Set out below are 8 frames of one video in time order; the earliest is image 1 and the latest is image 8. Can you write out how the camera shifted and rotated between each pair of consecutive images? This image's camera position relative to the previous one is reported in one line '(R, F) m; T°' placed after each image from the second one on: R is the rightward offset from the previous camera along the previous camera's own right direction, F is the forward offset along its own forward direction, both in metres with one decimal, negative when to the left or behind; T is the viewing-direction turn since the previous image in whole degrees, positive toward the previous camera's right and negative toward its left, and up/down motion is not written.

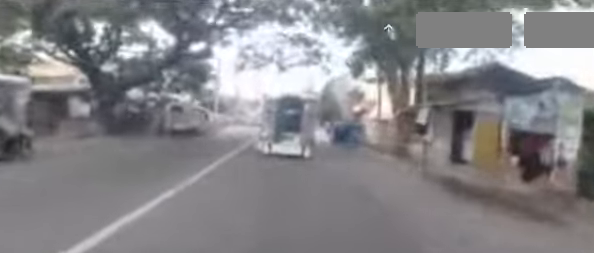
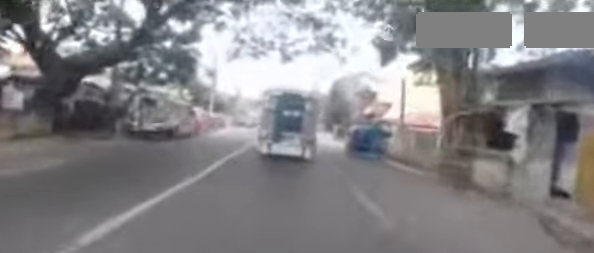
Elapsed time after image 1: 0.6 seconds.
(-0.1, +4.3) m; 0°
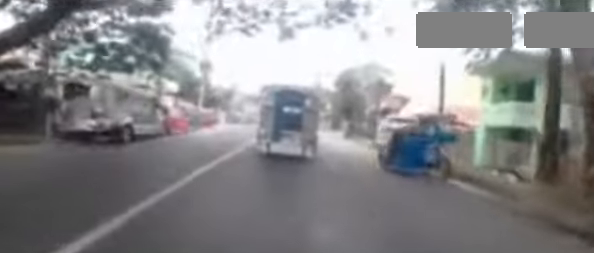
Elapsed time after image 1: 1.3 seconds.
(+0.4, +5.1) m; -1°
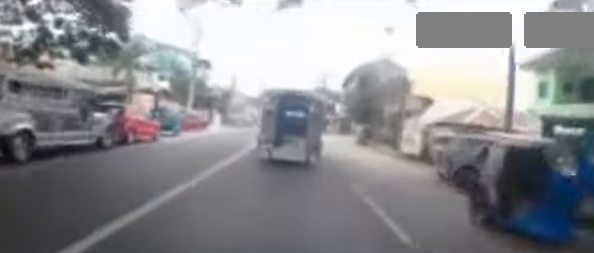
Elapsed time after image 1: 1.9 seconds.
(-0.3, +4.3) m; -5°
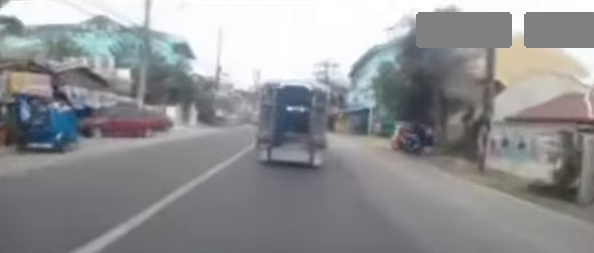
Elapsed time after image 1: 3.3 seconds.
(-0.8, +9.1) m; -1°
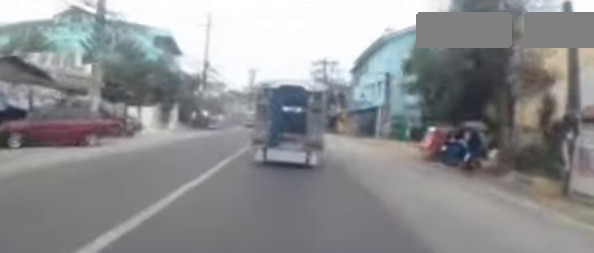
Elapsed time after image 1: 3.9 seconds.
(+0.4, +4.1) m; +3°
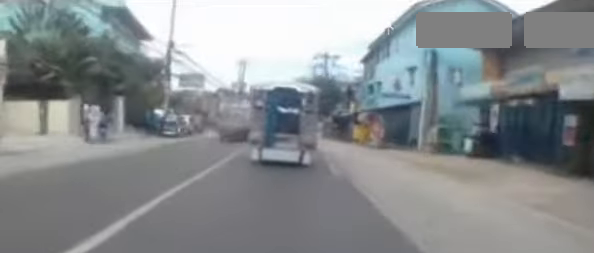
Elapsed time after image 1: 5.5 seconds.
(+0.2, +9.3) m; +3°
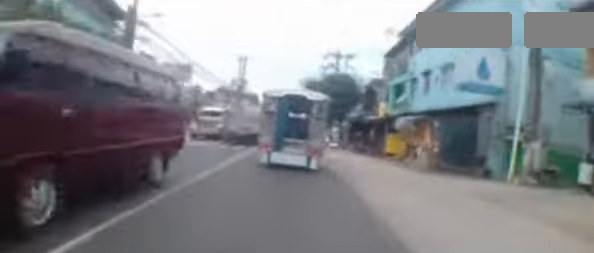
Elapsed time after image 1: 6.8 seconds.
(+0.4, +7.2) m; +2°
